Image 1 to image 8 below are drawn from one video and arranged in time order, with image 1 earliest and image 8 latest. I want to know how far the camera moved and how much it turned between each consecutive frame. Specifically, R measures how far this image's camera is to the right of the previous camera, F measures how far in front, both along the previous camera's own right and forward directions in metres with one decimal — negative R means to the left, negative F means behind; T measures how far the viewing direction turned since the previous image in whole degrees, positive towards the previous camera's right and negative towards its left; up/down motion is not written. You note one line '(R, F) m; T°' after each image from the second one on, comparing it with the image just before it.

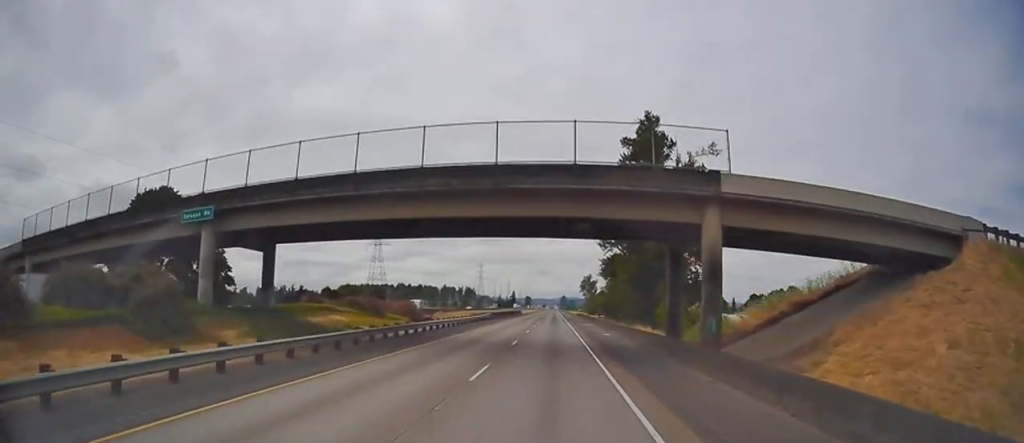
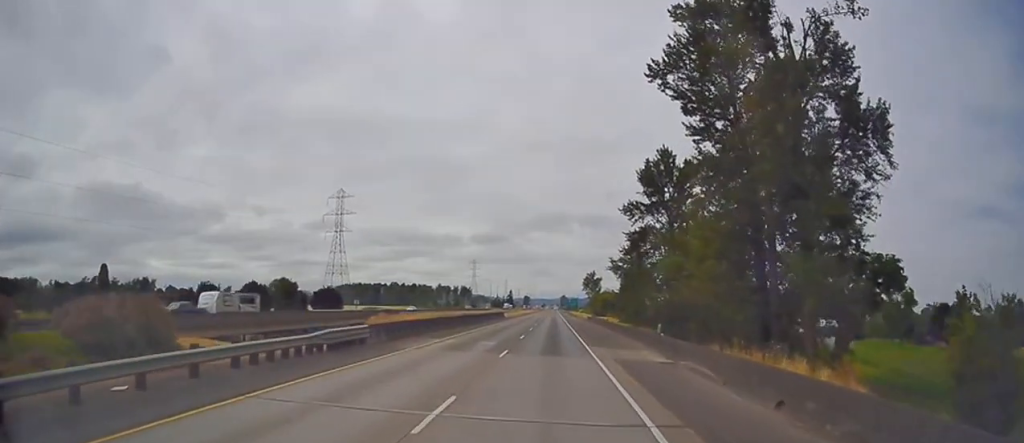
(0.0, +43.4) m; 0°
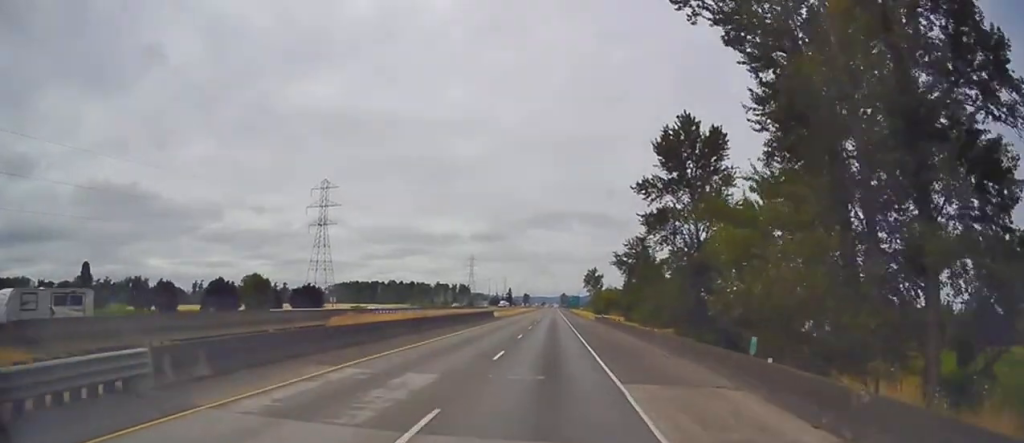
(0.0, +12.6) m; 0°
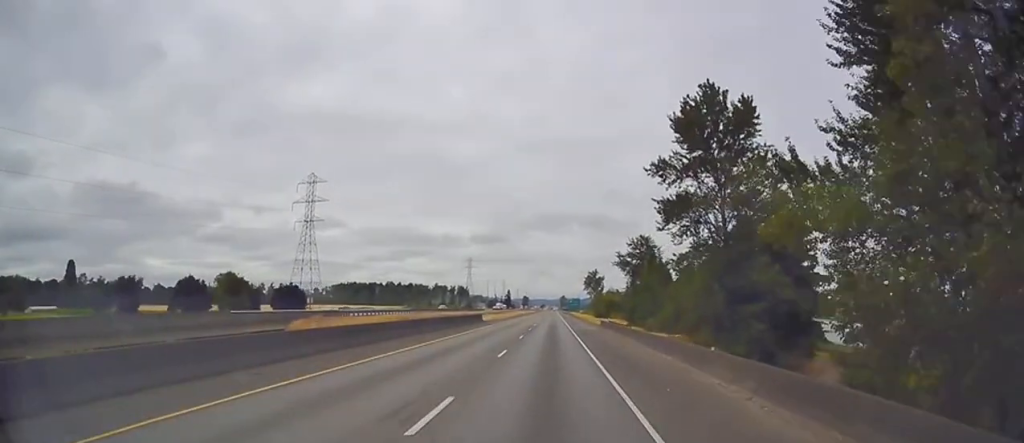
(-0.1, +11.6) m; 0°
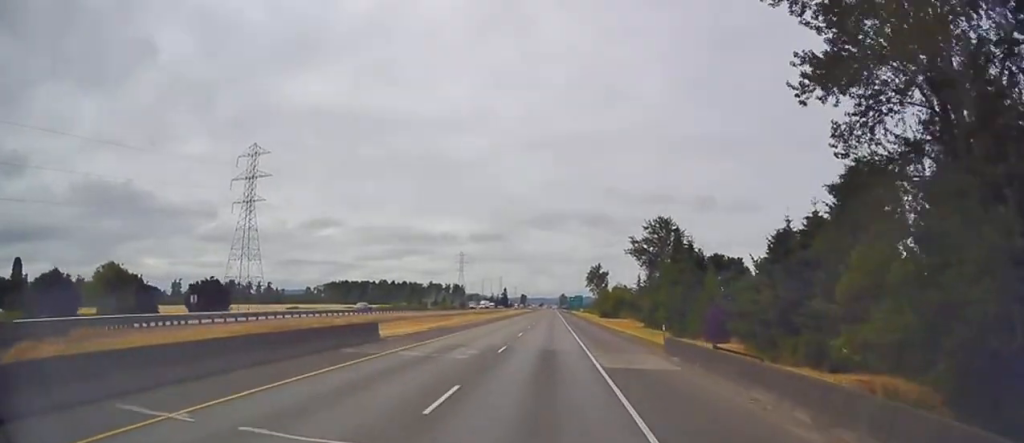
(+0.5, +35.1) m; 0°
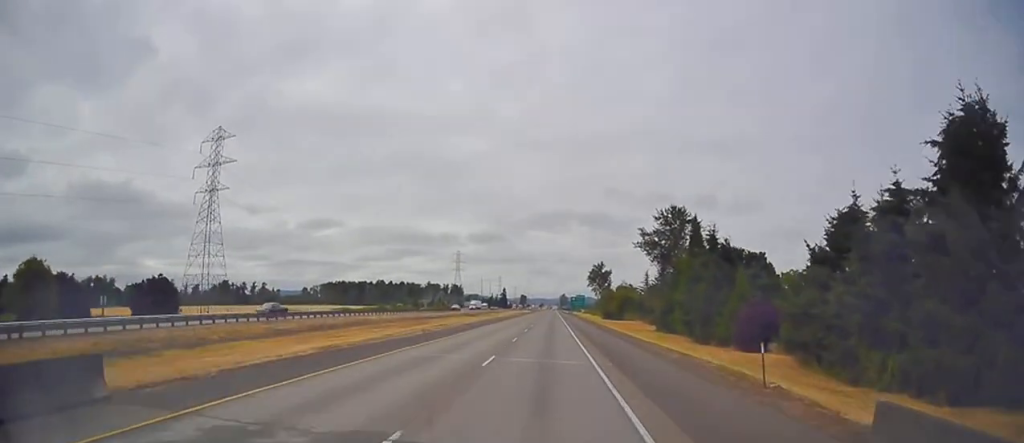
(-0.3, +16.6) m; -1°
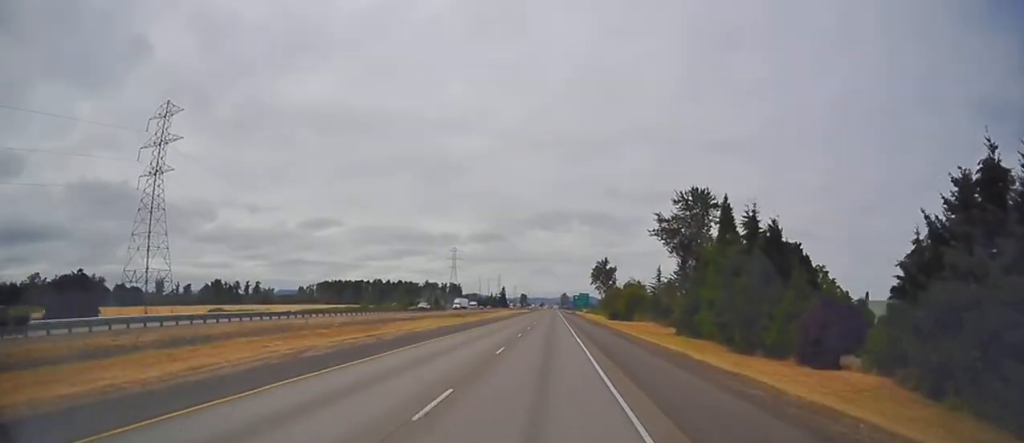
(-0.2, +21.5) m; 0°
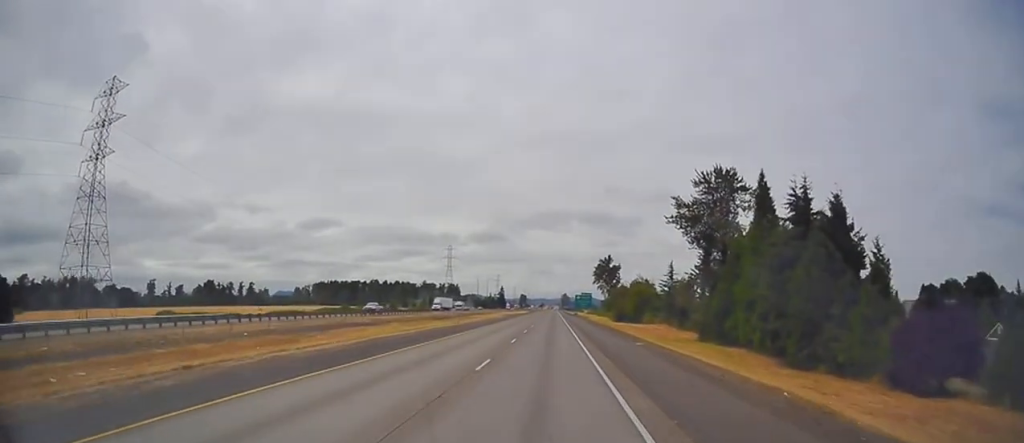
(0.0, +16.7) m; 0°
